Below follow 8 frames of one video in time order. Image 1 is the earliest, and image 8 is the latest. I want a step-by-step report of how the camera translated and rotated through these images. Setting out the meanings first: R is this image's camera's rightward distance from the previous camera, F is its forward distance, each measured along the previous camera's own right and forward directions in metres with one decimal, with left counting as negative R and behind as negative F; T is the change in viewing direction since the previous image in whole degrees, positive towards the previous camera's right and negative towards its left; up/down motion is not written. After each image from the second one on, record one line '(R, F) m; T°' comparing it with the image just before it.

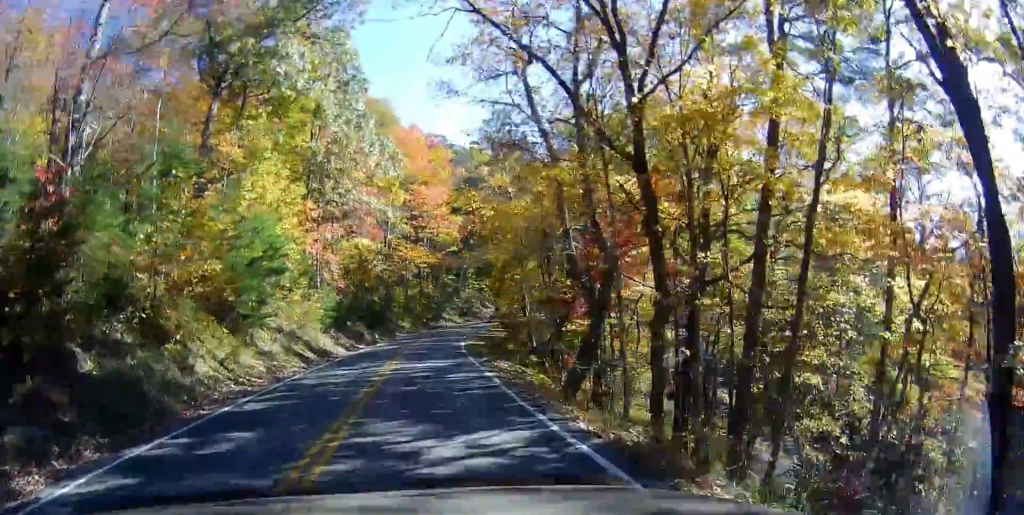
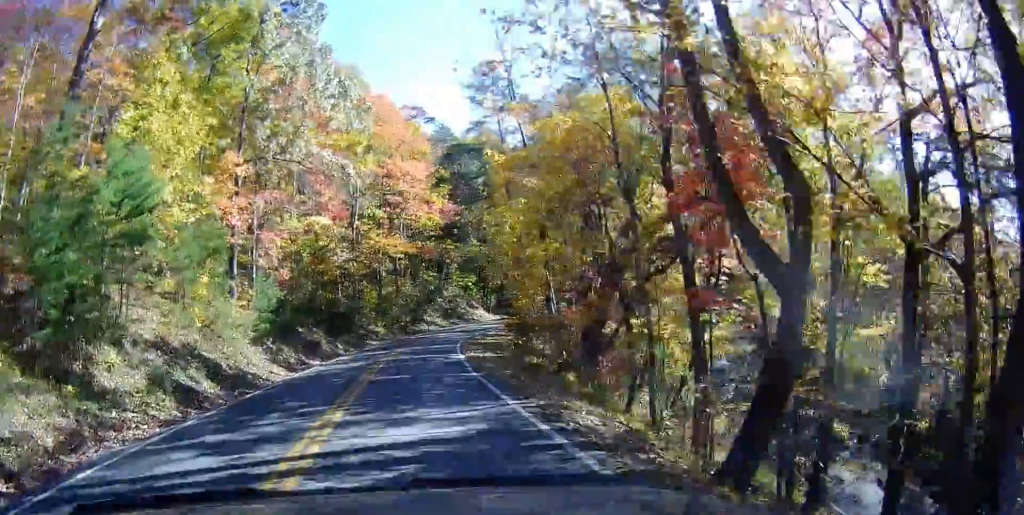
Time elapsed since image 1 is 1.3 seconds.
(0.0, +11.8) m; 0°
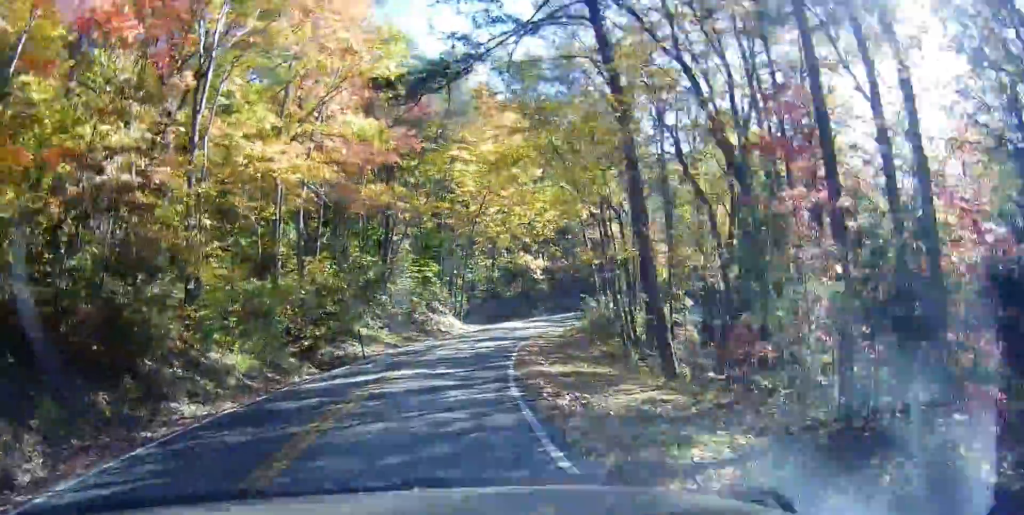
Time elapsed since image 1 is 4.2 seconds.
(-0.4, +27.3) m; -1°
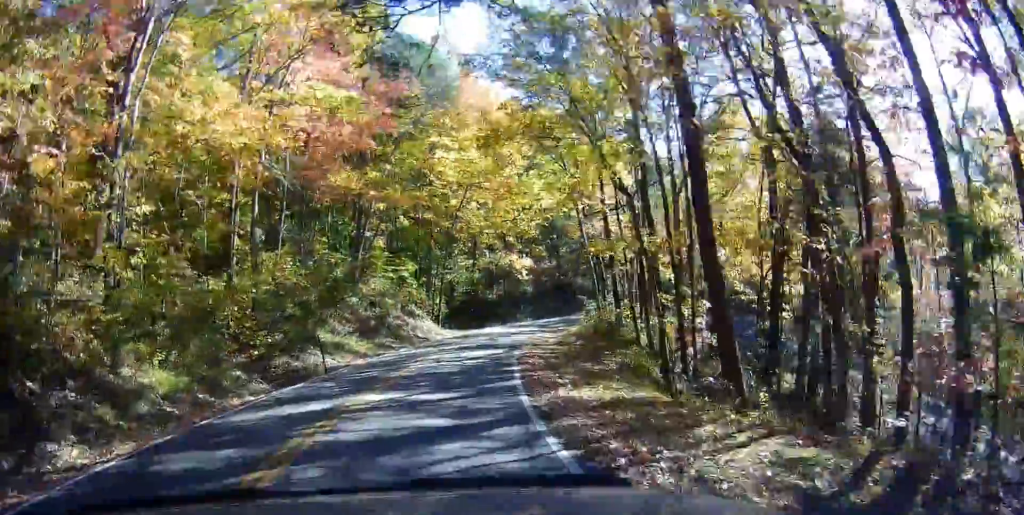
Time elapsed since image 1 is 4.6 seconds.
(0.0, +4.0) m; +1°
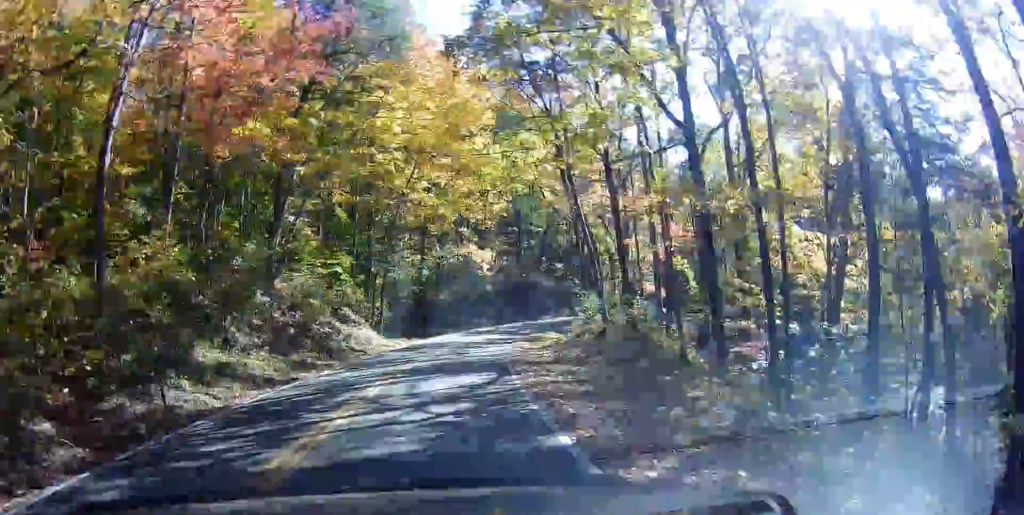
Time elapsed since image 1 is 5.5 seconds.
(0.0, +8.4) m; +5°
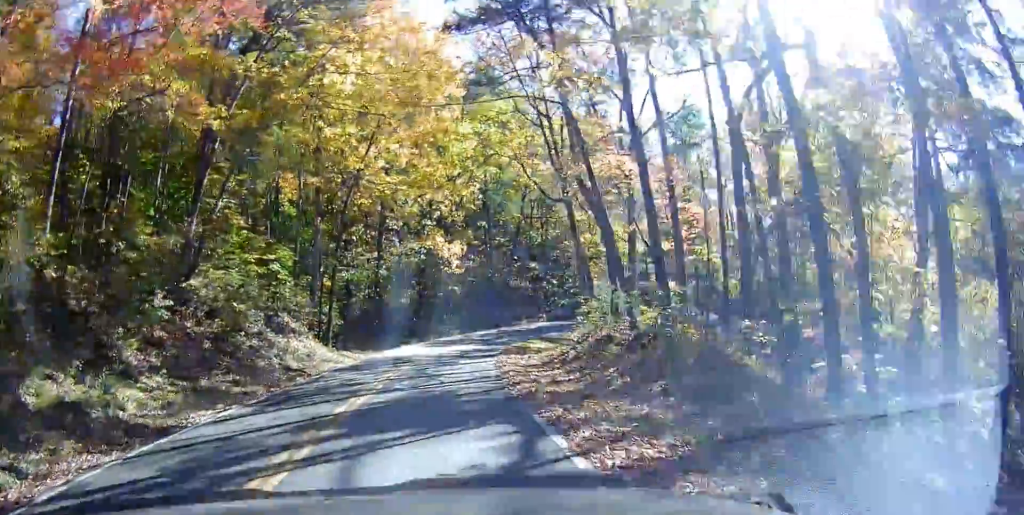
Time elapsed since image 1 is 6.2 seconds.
(+0.6, +6.2) m; +4°
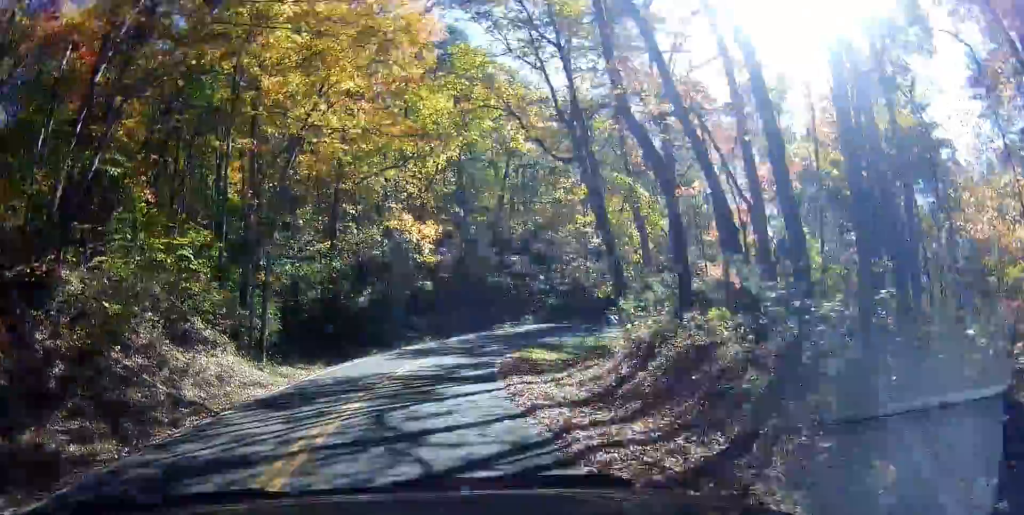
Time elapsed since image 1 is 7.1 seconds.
(+0.2, +7.3) m; +2°
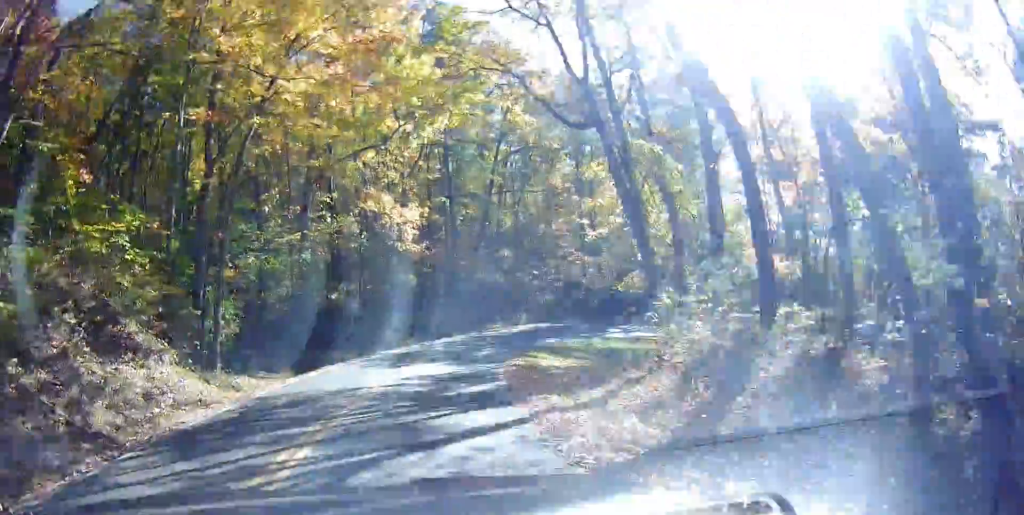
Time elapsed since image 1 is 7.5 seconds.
(0.0, +3.7) m; 0°
